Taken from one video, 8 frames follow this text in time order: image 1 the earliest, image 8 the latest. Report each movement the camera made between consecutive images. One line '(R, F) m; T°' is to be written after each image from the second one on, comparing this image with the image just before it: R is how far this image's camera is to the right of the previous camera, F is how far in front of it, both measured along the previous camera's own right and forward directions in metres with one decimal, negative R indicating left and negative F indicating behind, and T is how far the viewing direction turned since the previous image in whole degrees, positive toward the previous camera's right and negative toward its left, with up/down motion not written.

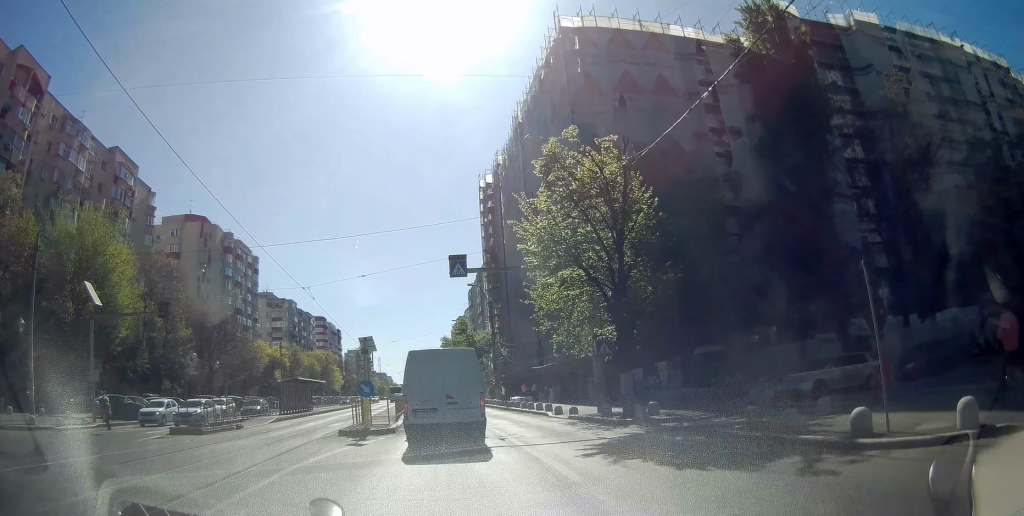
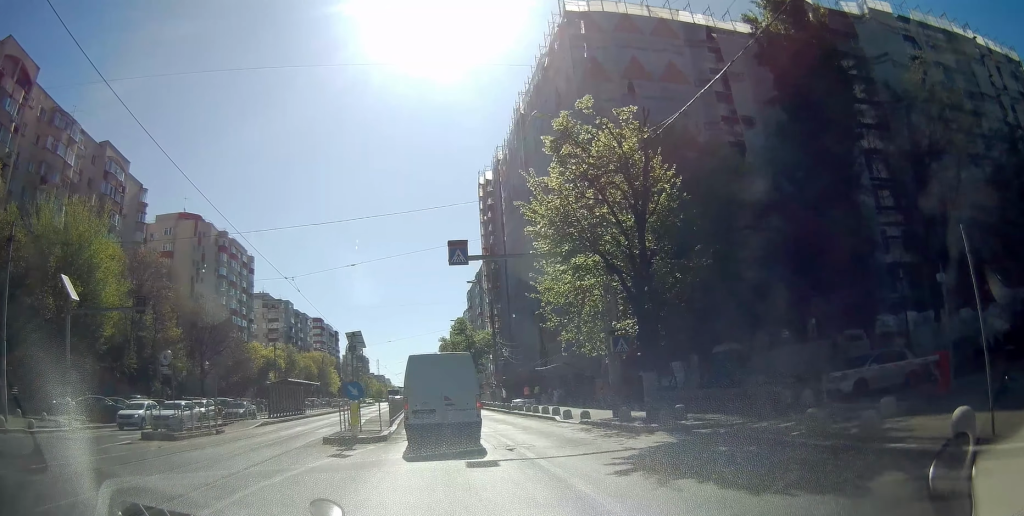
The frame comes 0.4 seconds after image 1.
(0.0, +2.5) m; 0°
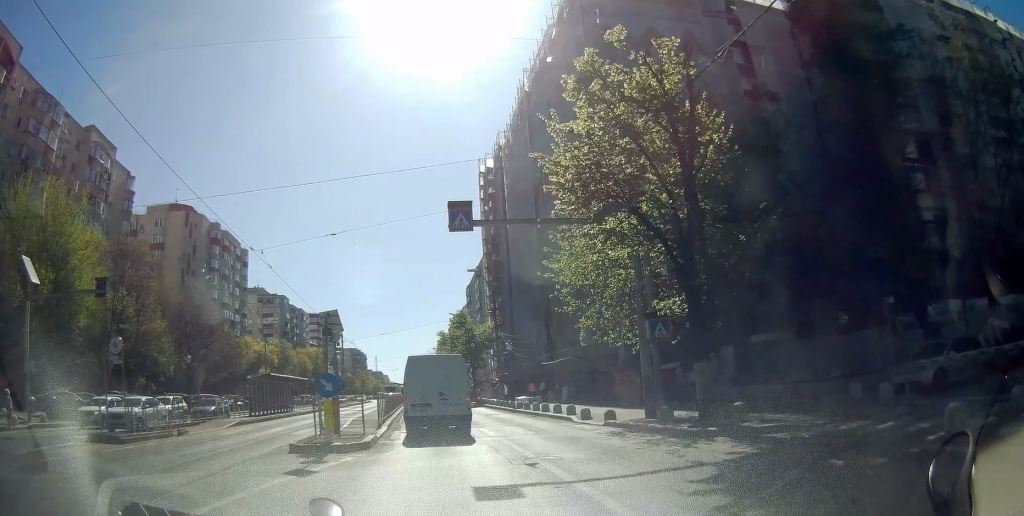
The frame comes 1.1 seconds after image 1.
(0.0, +4.0) m; 0°
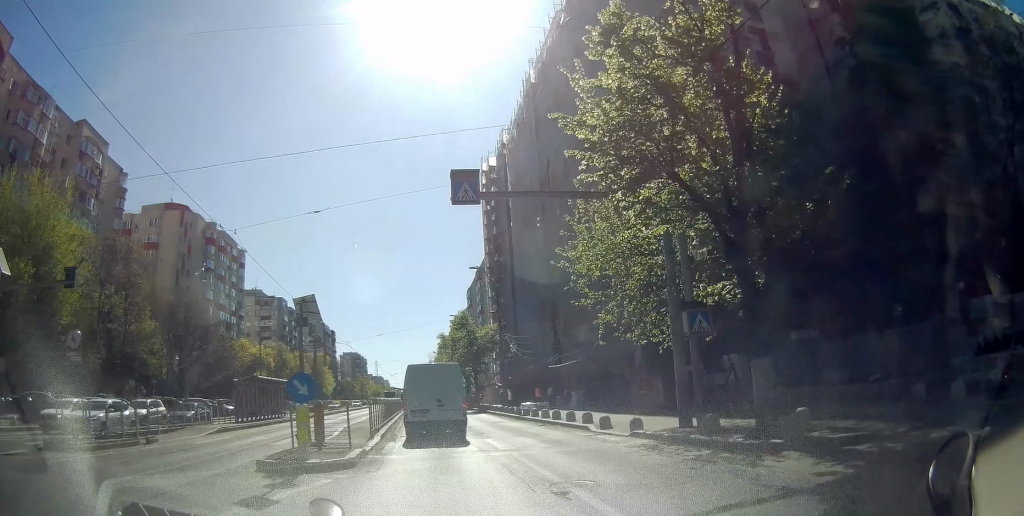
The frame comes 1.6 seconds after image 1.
(0.0, +2.7) m; 0°
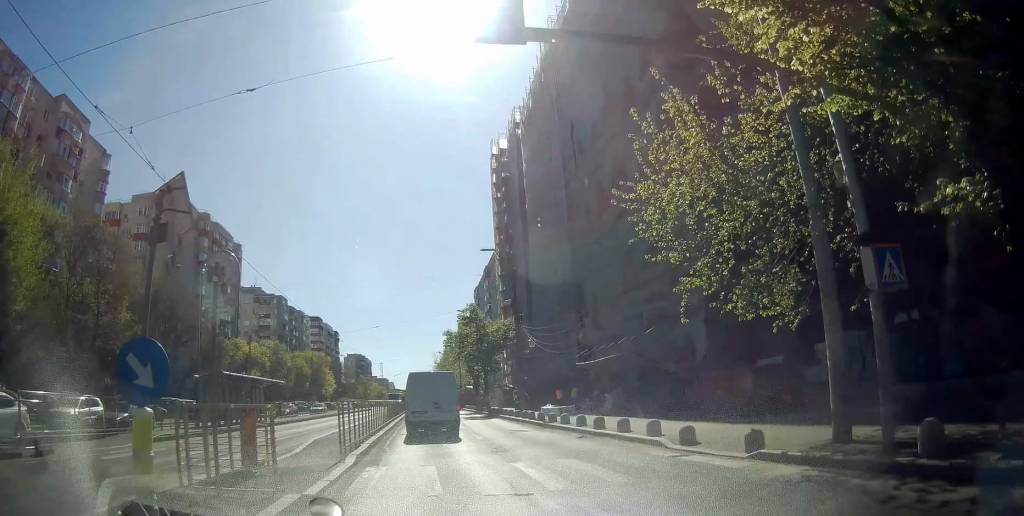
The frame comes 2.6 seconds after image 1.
(0.0, +6.4) m; 0°
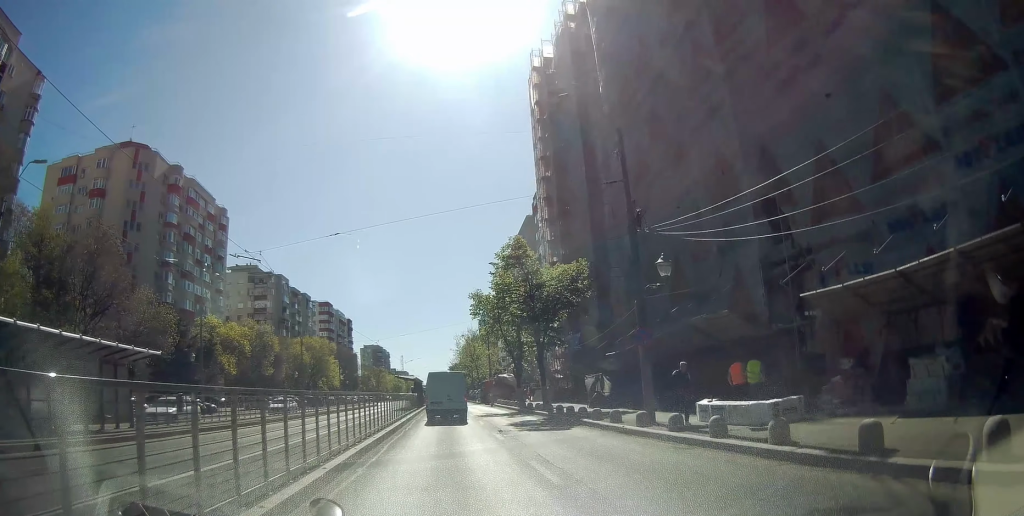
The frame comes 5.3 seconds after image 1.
(-1.1, +20.3) m; -9°
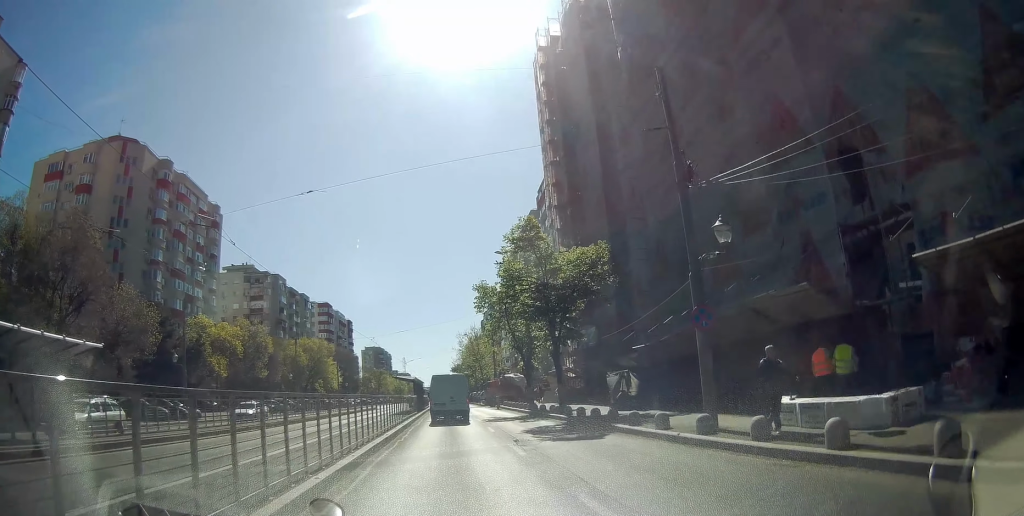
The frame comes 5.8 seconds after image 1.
(-0.2, +4.1) m; 0°
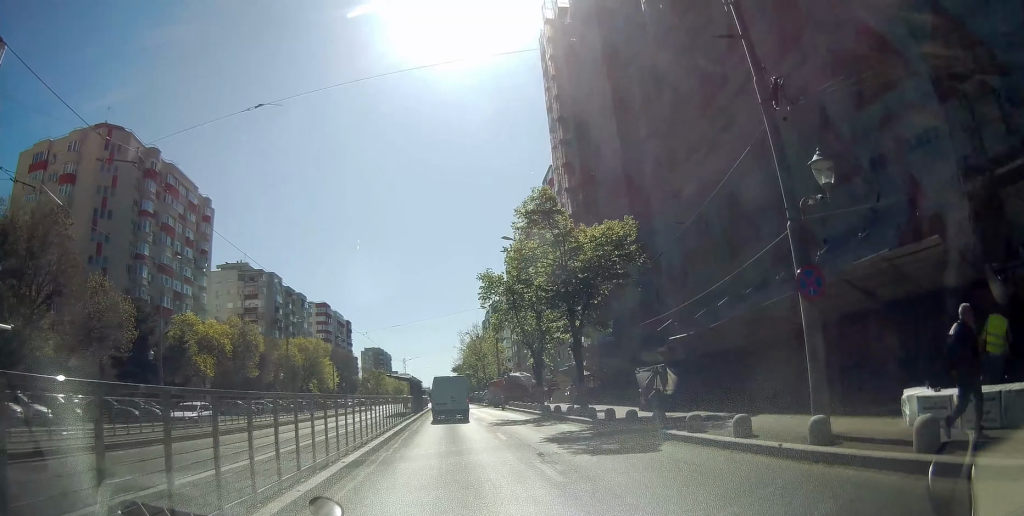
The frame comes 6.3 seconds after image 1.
(0.0, +4.5) m; 0°
